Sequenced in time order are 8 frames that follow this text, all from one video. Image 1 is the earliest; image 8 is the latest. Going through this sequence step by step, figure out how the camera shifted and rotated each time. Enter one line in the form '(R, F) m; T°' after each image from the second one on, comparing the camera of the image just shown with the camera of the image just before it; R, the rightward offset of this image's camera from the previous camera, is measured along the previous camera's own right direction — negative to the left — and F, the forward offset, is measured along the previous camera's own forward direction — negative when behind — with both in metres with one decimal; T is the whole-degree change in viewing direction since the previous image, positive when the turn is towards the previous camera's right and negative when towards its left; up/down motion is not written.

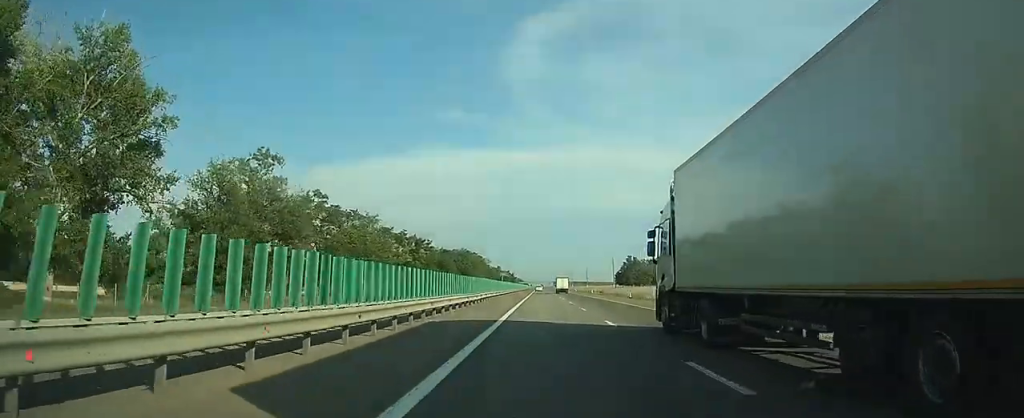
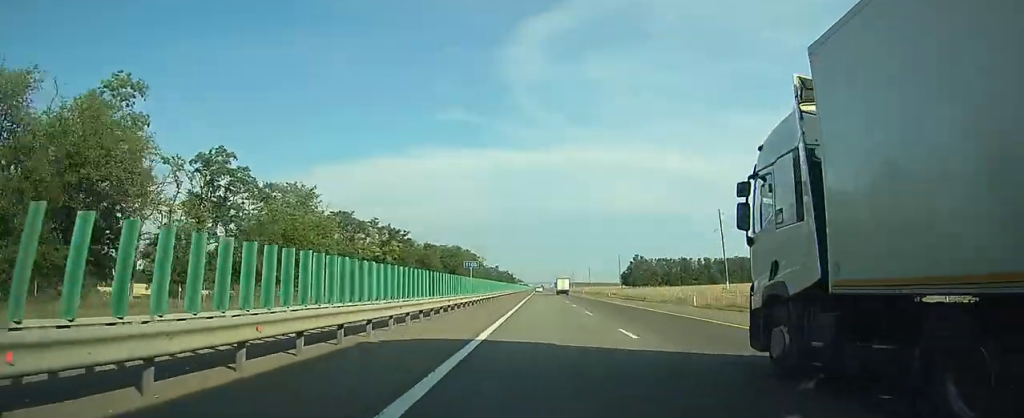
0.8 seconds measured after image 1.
(0.0, +28.1) m; 0°
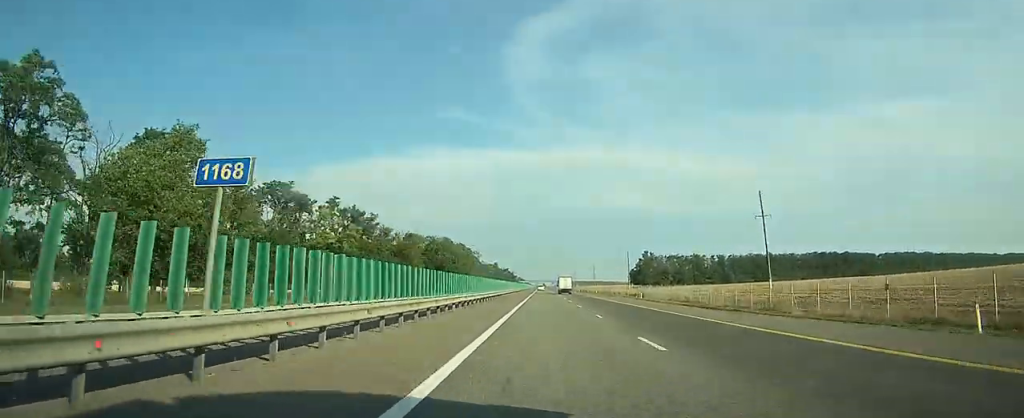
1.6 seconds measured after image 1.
(+0.1, +26.9) m; 0°
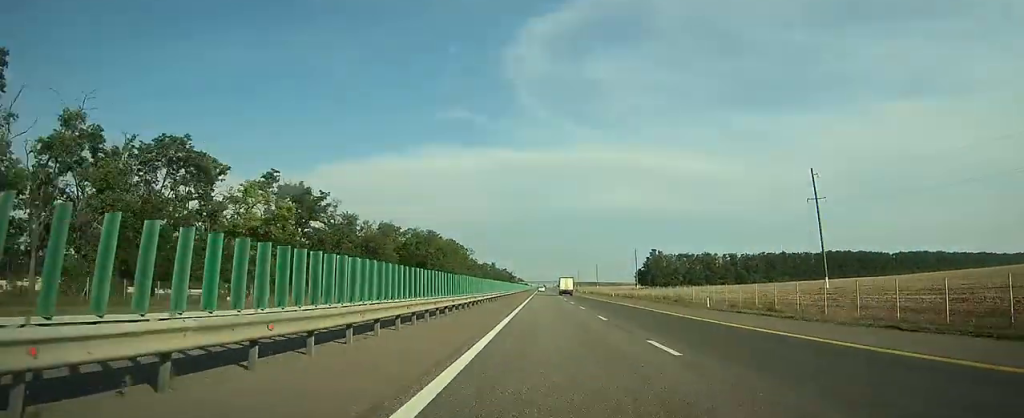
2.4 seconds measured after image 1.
(0.0, +24.7) m; 0°
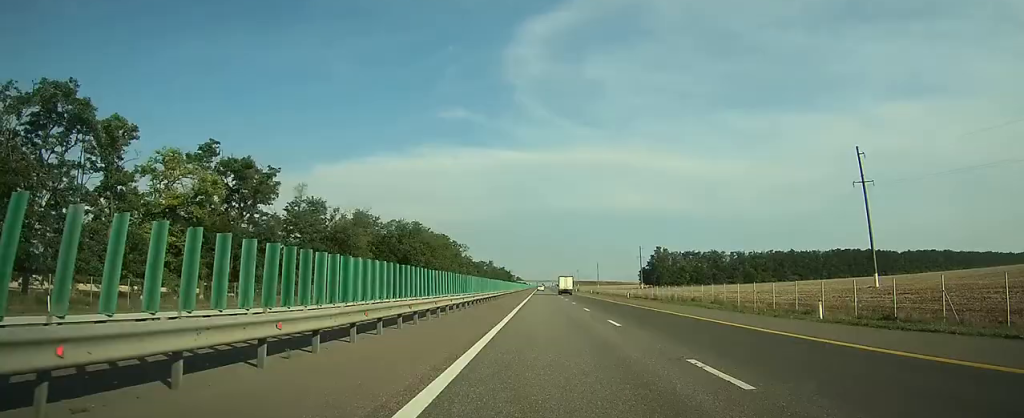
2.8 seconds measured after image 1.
(0.0, +15.7) m; 0°
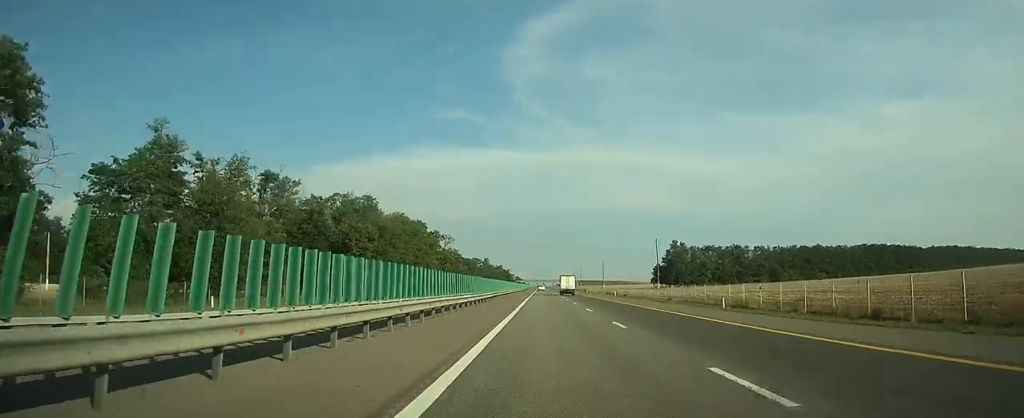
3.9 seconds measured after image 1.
(-0.1, +37.1) m; 0°
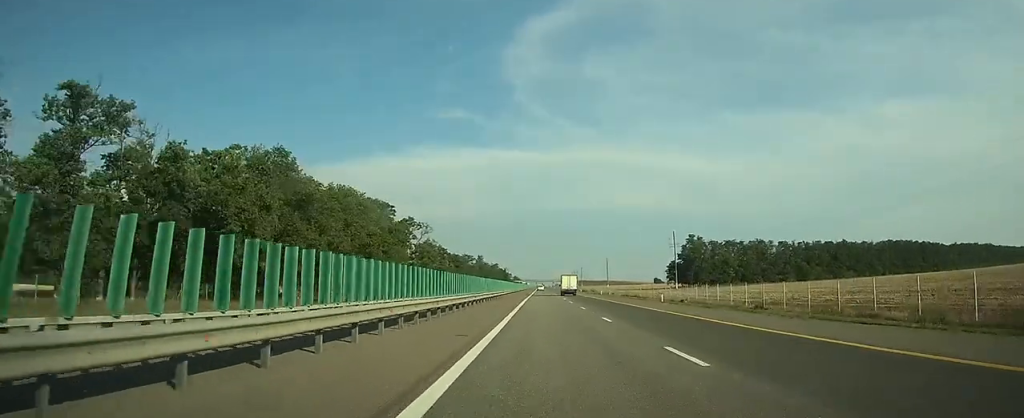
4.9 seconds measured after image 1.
(0.0, +32.7) m; 0°
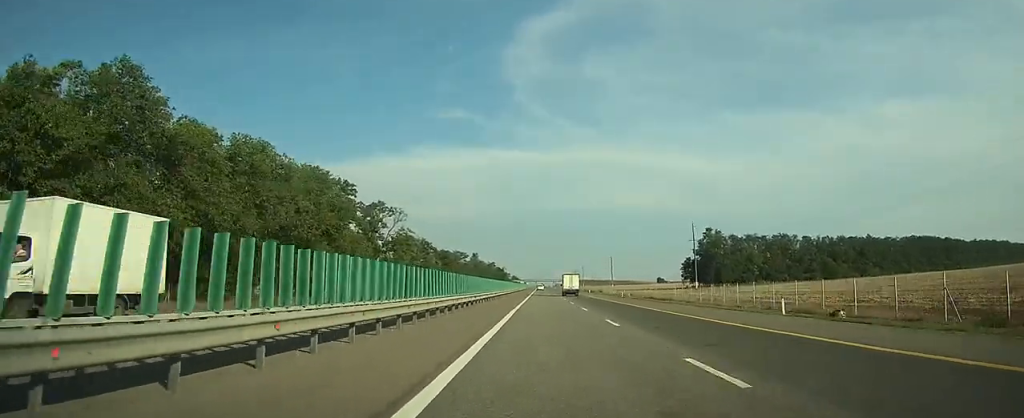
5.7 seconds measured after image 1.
(0.0, +26.0) m; 0°
